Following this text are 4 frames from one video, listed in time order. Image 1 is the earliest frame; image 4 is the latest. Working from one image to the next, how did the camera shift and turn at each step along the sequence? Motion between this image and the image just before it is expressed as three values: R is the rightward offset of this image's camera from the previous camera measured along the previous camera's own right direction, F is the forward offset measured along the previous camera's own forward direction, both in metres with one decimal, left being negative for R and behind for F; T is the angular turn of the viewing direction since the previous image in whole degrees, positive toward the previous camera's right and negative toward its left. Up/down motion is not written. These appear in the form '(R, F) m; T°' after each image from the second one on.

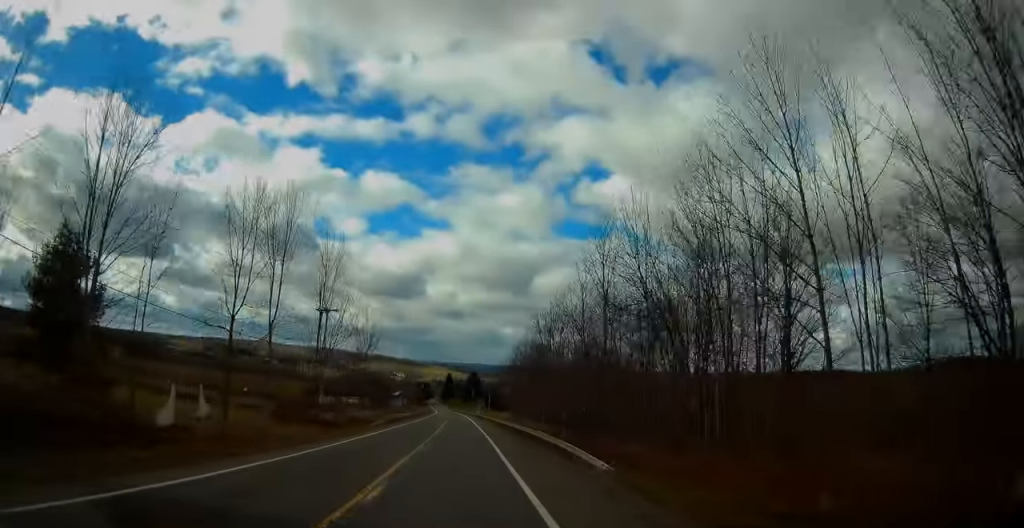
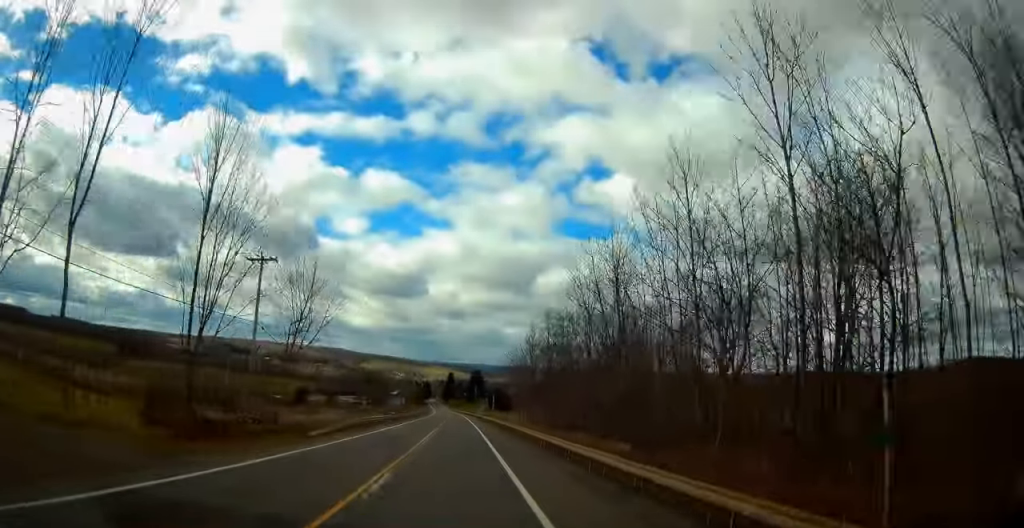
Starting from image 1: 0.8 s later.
(0.0, +22.0) m; -1°
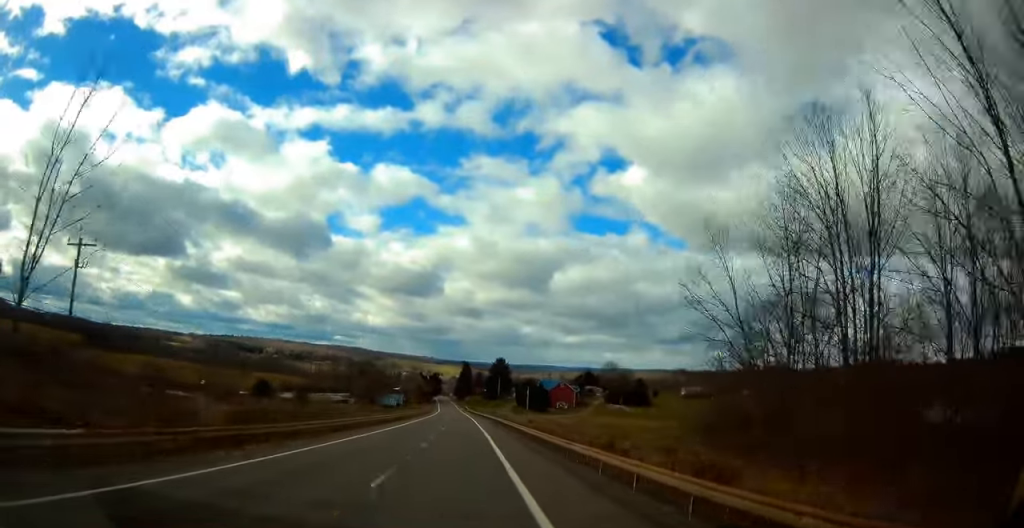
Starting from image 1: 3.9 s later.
(-0.6, +85.2) m; -1°
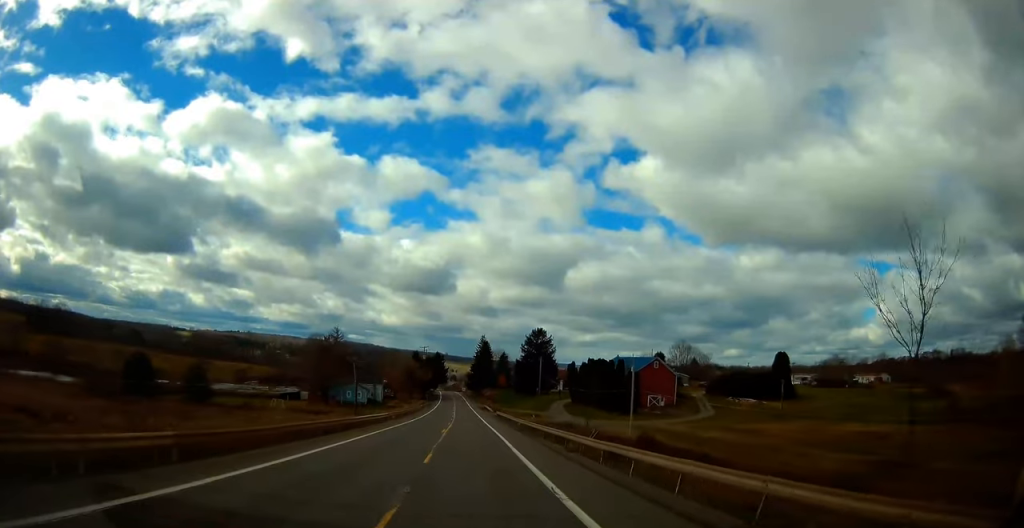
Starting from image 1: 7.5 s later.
(-1.3, +100.7) m; -1°
